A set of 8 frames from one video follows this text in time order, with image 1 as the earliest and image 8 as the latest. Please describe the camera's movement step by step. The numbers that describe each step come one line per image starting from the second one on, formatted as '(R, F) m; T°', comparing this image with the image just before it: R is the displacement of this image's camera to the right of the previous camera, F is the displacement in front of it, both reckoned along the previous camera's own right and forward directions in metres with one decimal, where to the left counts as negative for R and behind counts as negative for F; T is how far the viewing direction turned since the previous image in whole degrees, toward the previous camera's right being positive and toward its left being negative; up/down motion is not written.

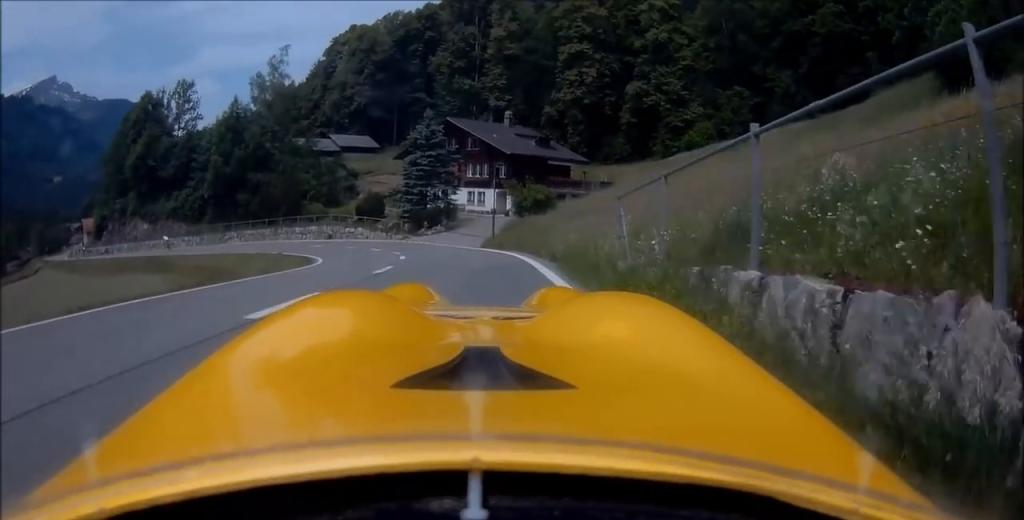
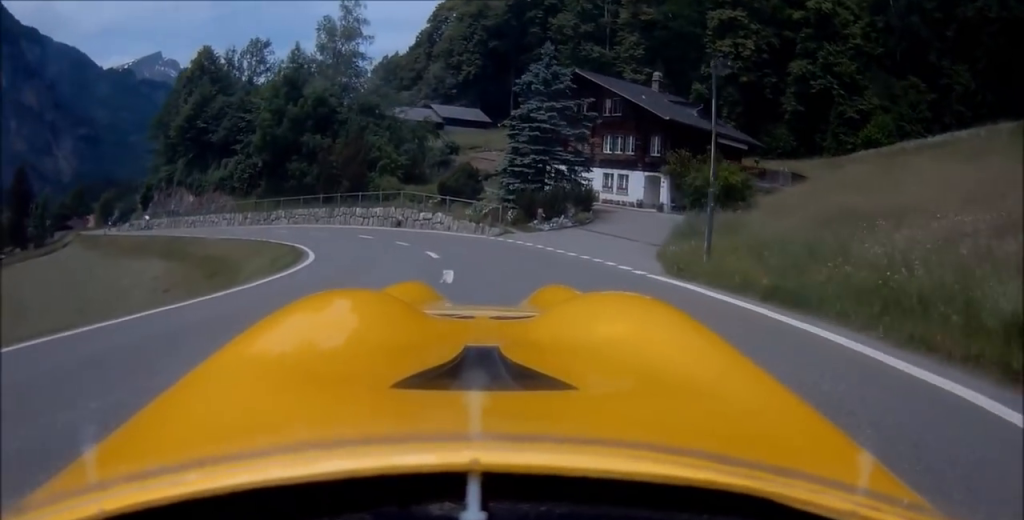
(-1.4, +17.5) m; -11°
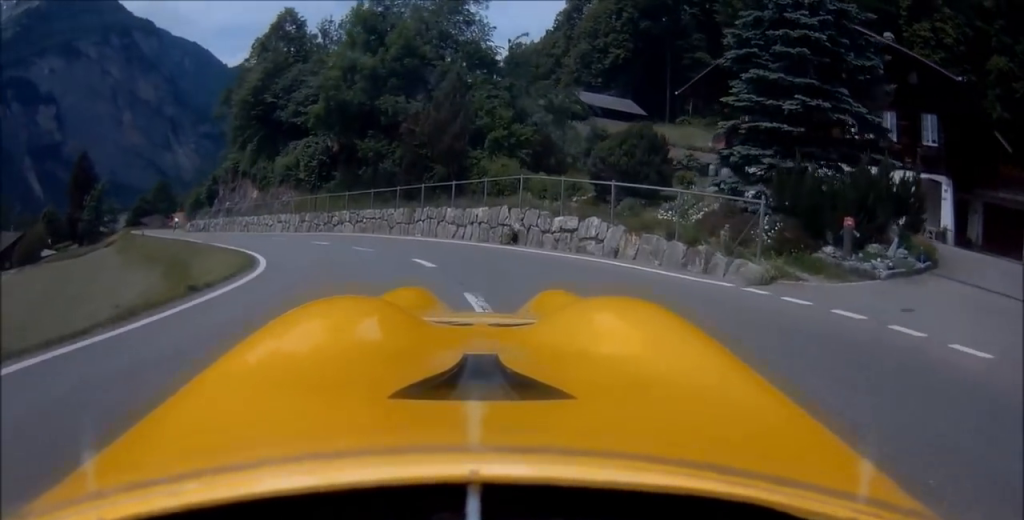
(-2.2, +17.0) m; -14°
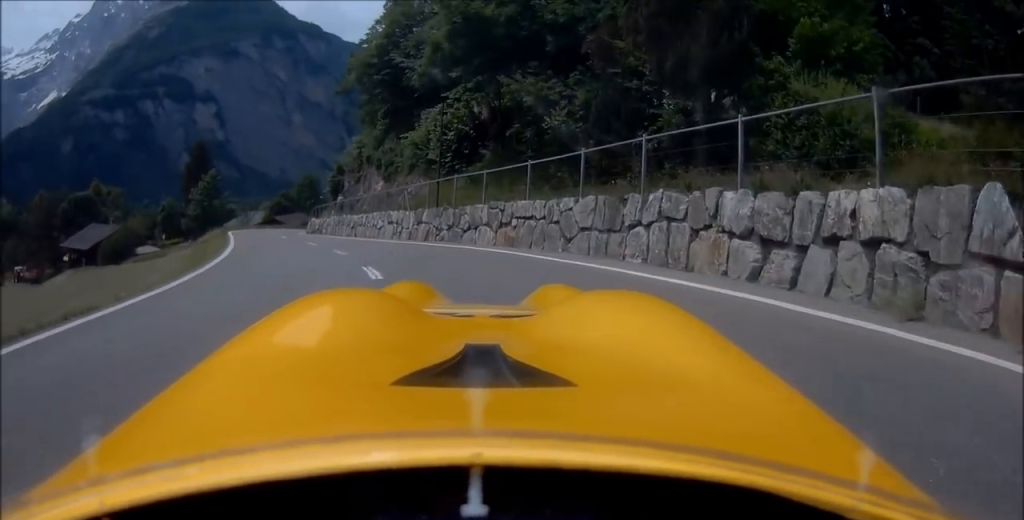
(-2.3, +16.7) m; -17°
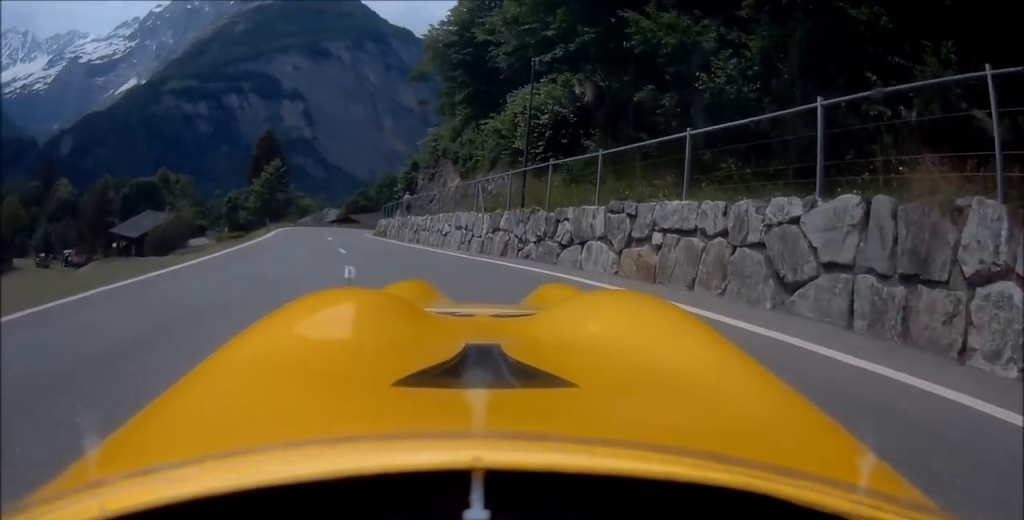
(-0.4, +7.3) m; -8°
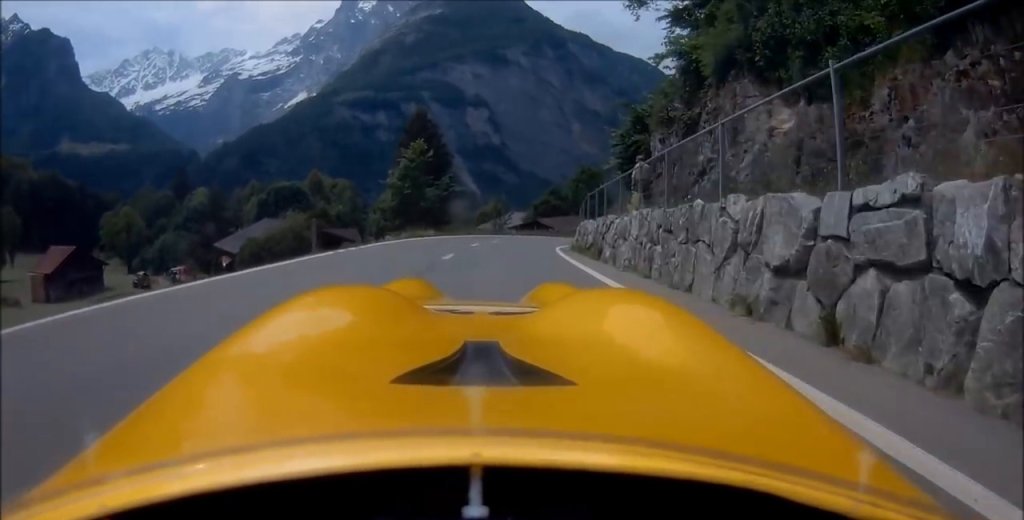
(-3.1, +21.1) m; -3°
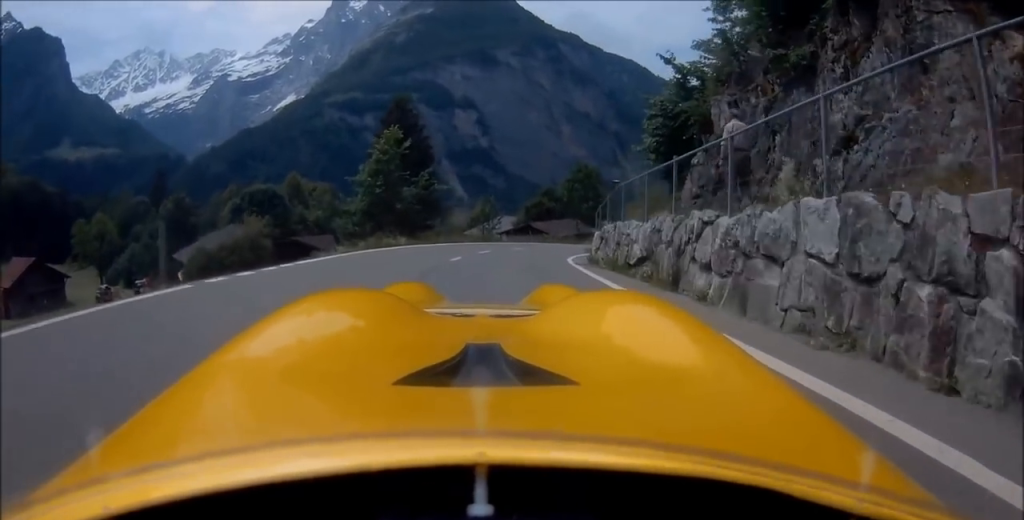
(+0.9, +7.2) m; +5°
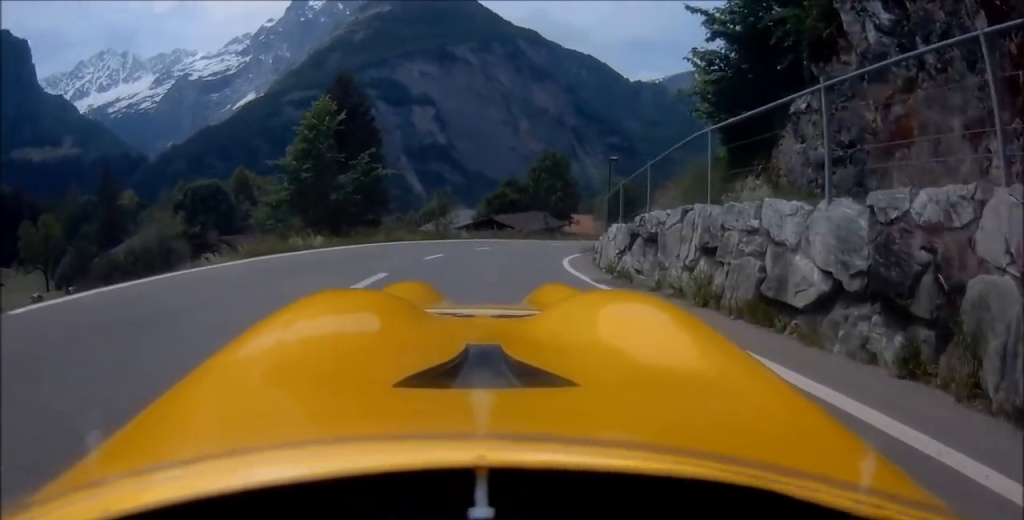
(+0.4, +7.9) m; +4°
